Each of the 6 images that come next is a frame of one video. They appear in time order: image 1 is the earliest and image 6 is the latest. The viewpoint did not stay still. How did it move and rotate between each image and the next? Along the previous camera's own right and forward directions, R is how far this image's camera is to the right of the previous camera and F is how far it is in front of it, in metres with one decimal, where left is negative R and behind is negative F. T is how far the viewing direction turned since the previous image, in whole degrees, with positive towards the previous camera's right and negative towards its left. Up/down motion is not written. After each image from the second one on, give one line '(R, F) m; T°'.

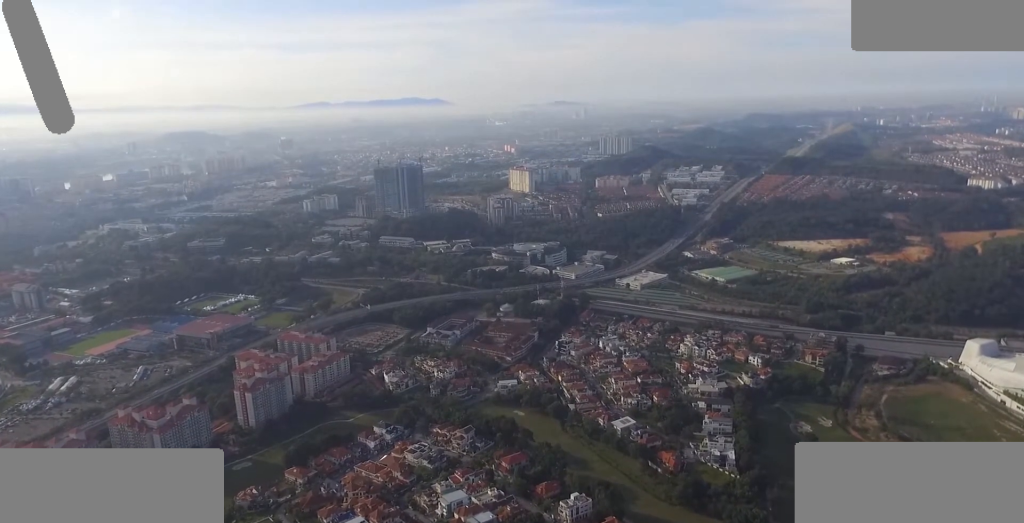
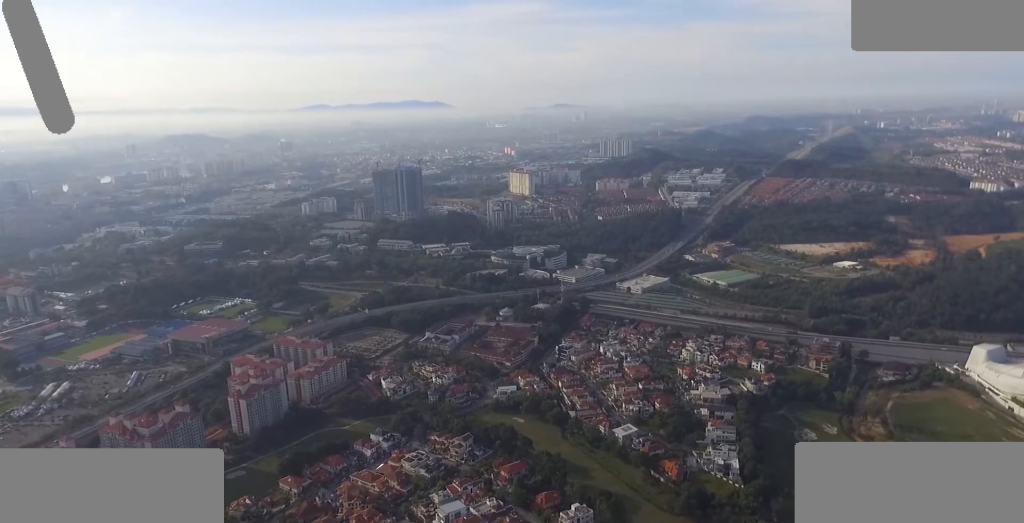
(+0.1, +12.8) m; +1°
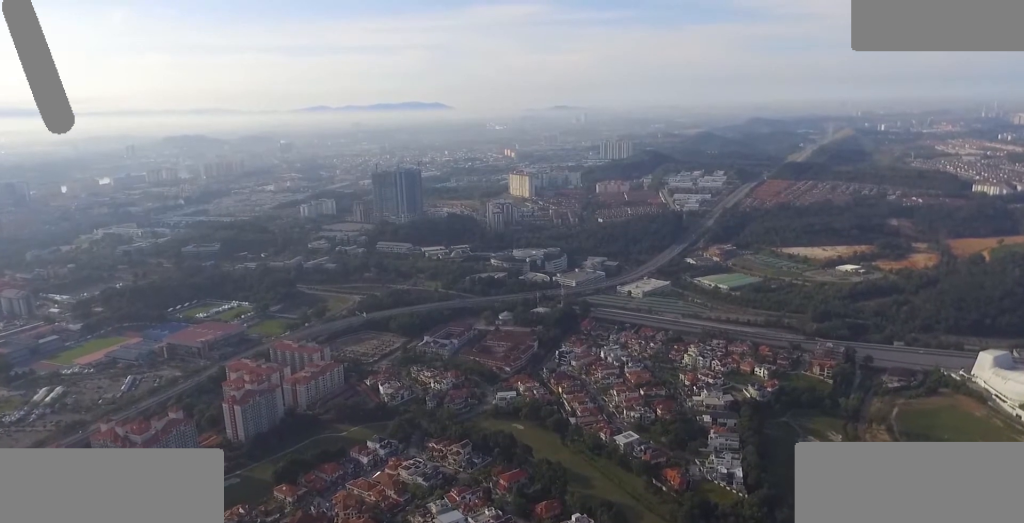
(-0.1, +11.5) m; -1°
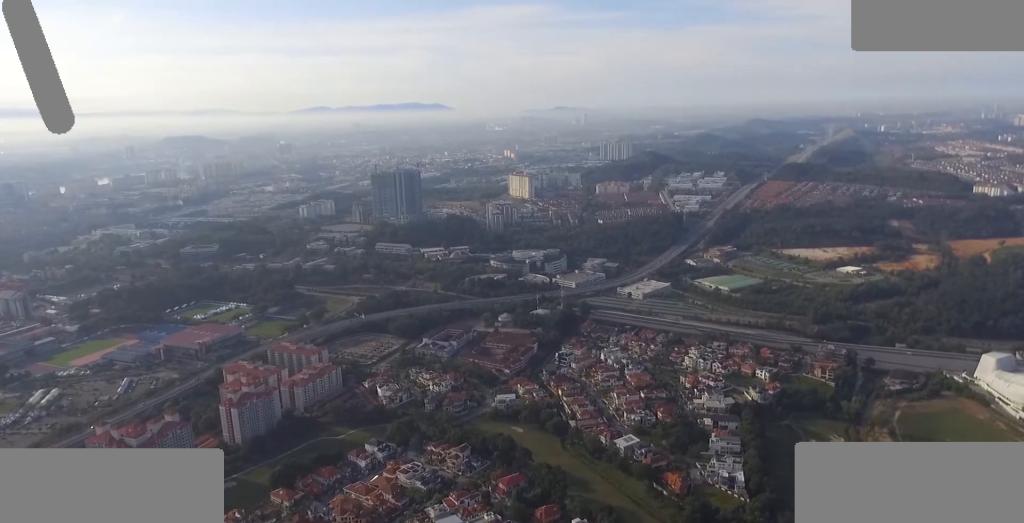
(0.0, +5.6) m; 0°
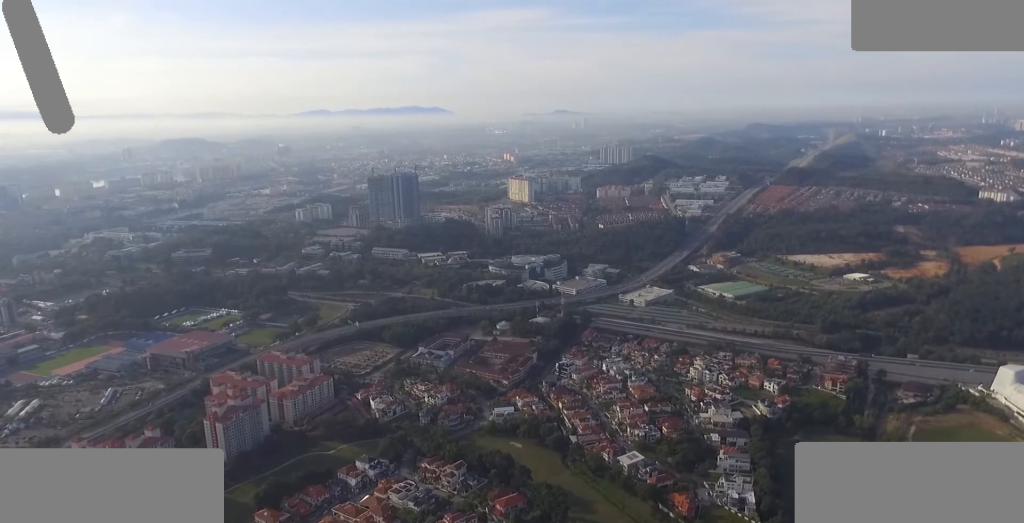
(-0.1, +30.7) m; 0°
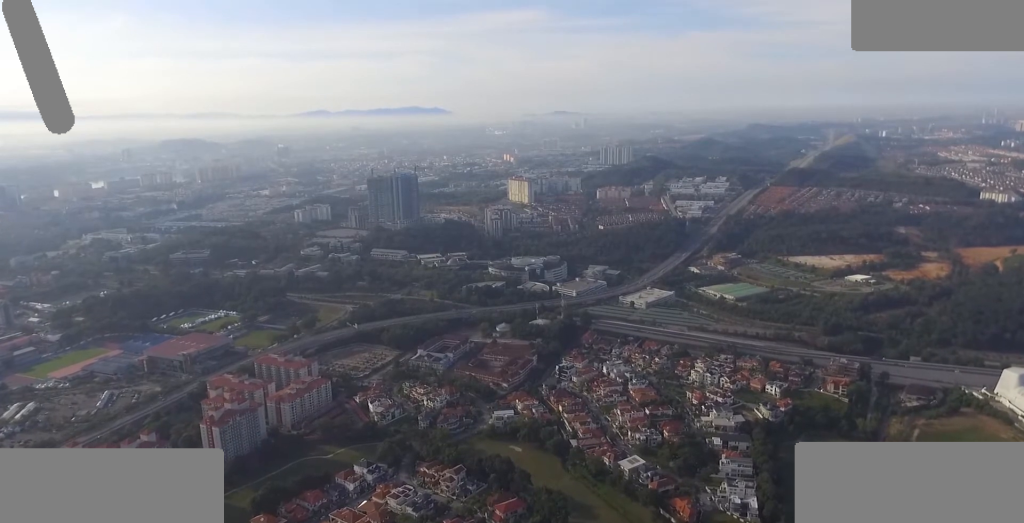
(0.0, +6.4) m; -1°
